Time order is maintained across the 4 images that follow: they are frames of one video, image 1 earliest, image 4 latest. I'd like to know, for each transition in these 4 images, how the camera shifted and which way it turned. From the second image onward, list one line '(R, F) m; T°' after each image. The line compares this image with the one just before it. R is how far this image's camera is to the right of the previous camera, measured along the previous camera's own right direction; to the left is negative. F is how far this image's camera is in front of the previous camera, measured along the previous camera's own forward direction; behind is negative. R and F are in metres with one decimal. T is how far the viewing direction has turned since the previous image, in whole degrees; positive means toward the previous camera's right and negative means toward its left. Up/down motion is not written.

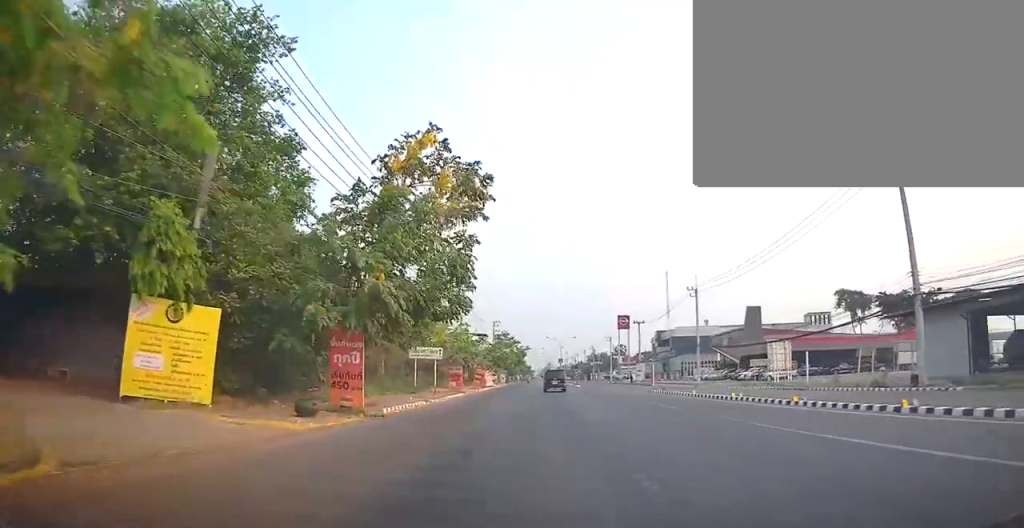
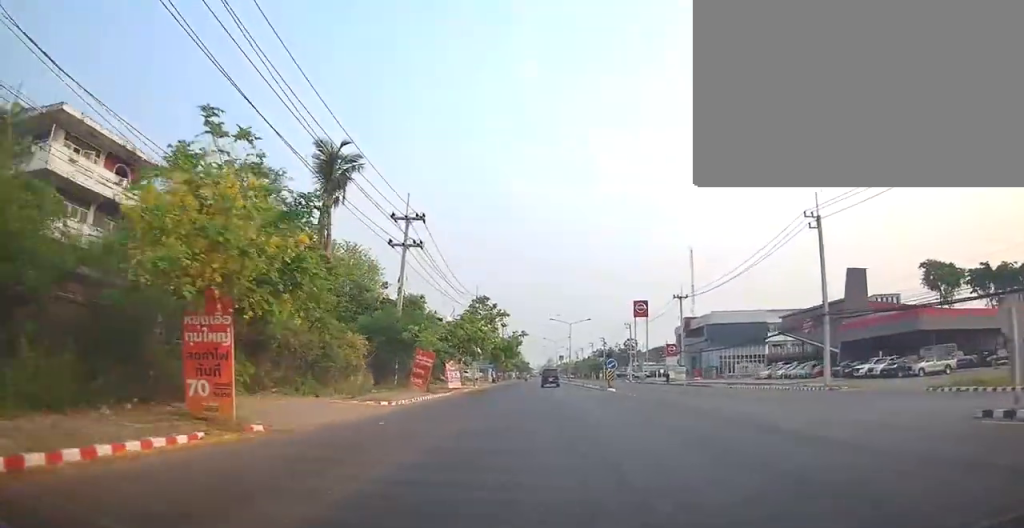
(+0.3, +33.1) m; +1°
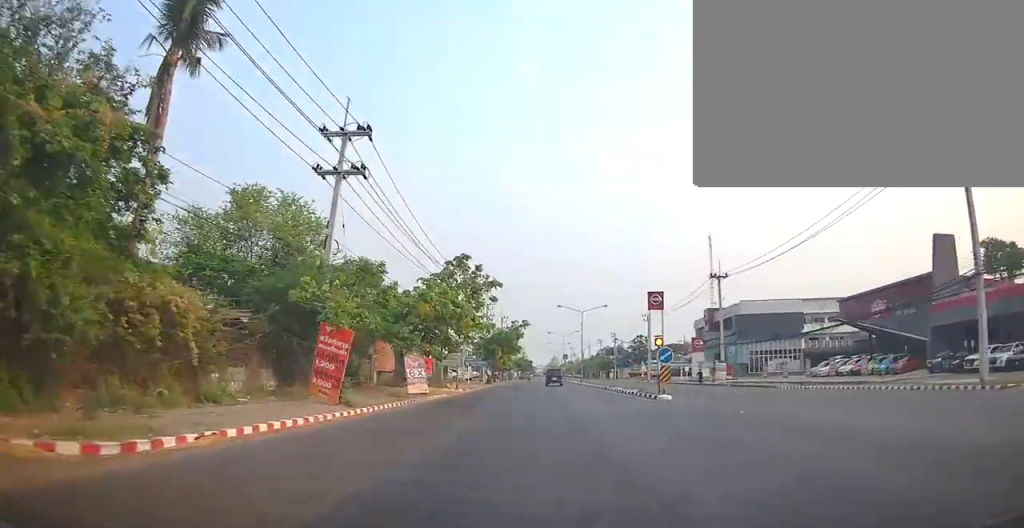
(0.0, +15.6) m; 0°
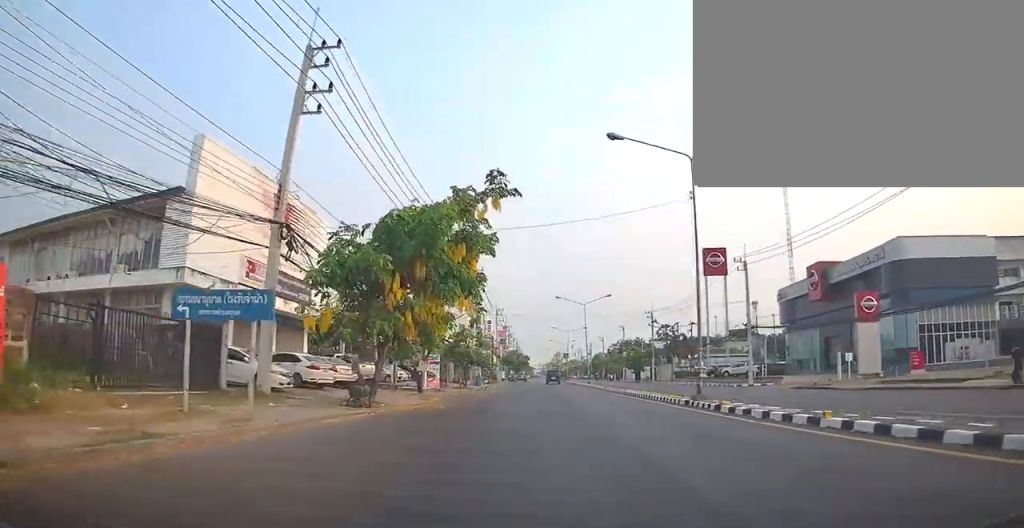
(-0.7, +49.3) m; +2°
